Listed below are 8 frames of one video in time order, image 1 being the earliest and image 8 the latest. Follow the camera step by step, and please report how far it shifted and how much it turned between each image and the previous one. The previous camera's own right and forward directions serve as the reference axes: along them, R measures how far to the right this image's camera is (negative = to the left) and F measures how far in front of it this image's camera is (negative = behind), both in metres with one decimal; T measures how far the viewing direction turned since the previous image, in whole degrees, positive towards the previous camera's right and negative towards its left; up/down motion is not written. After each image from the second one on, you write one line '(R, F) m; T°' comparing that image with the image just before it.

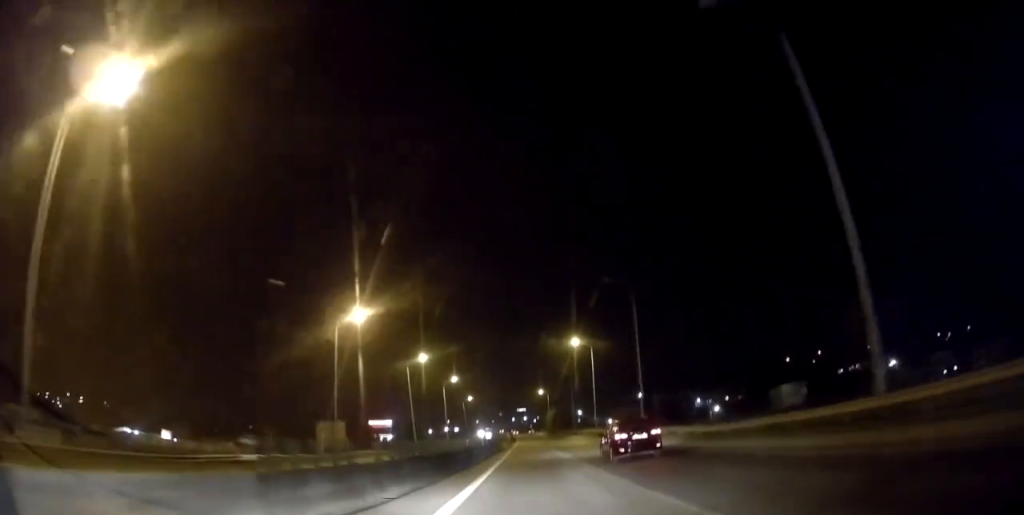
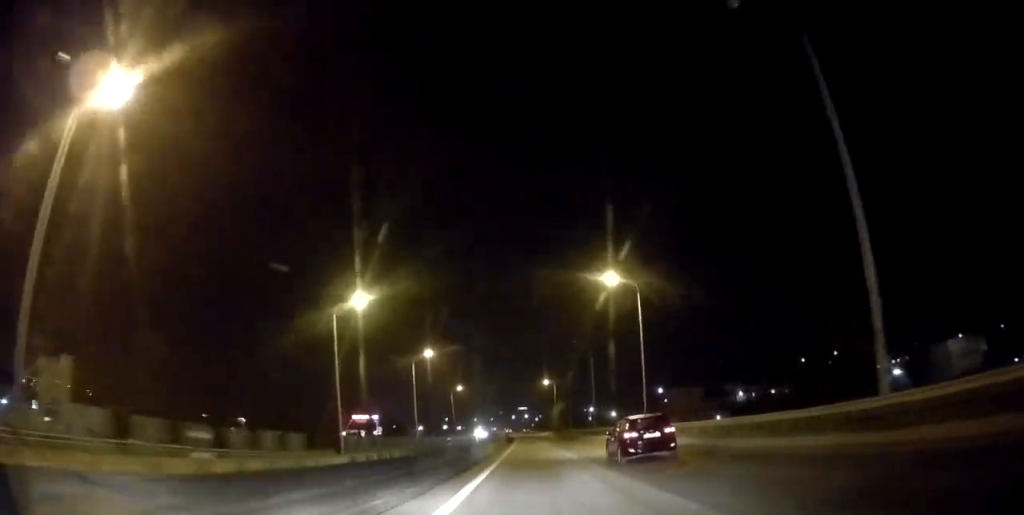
(-0.1, +36.0) m; -1°
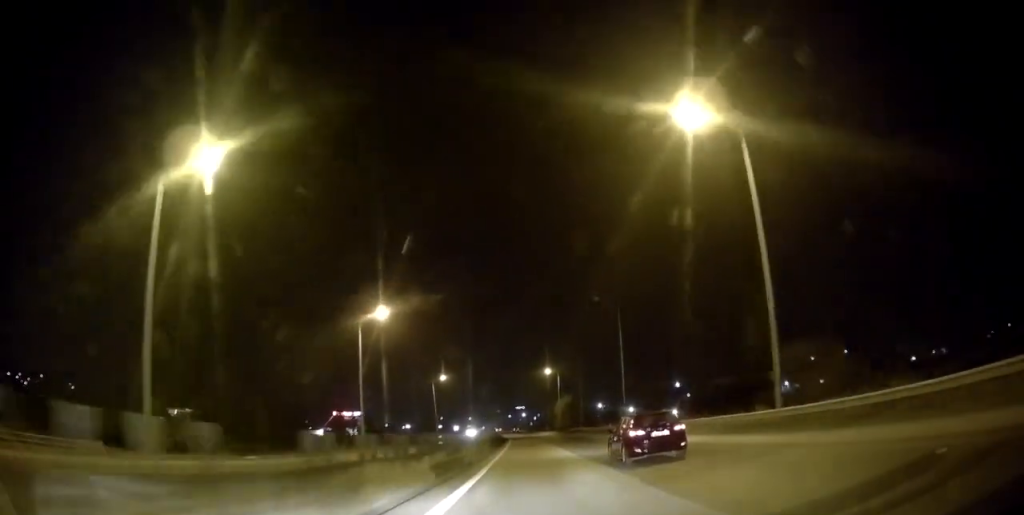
(-0.3, +28.7) m; -1°
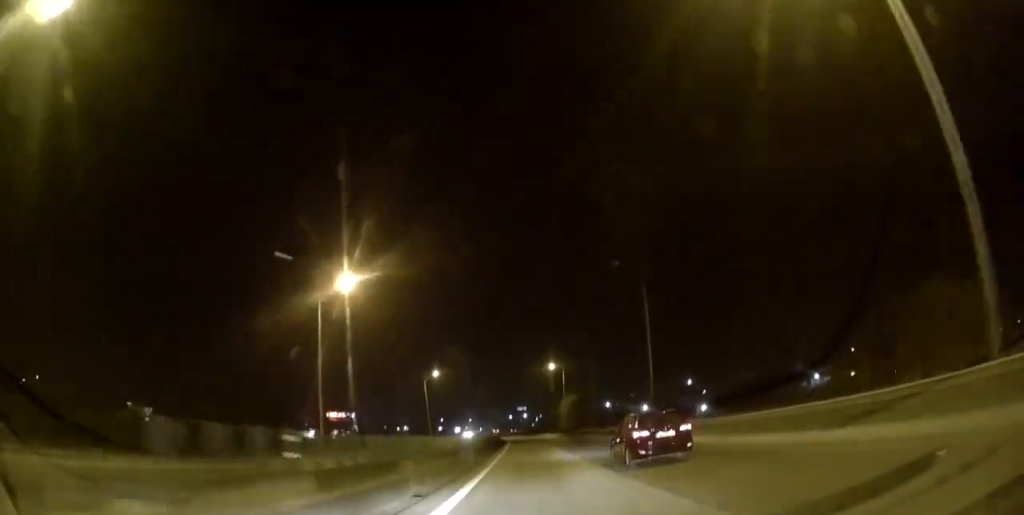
(0.0, +12.8) m; 0°
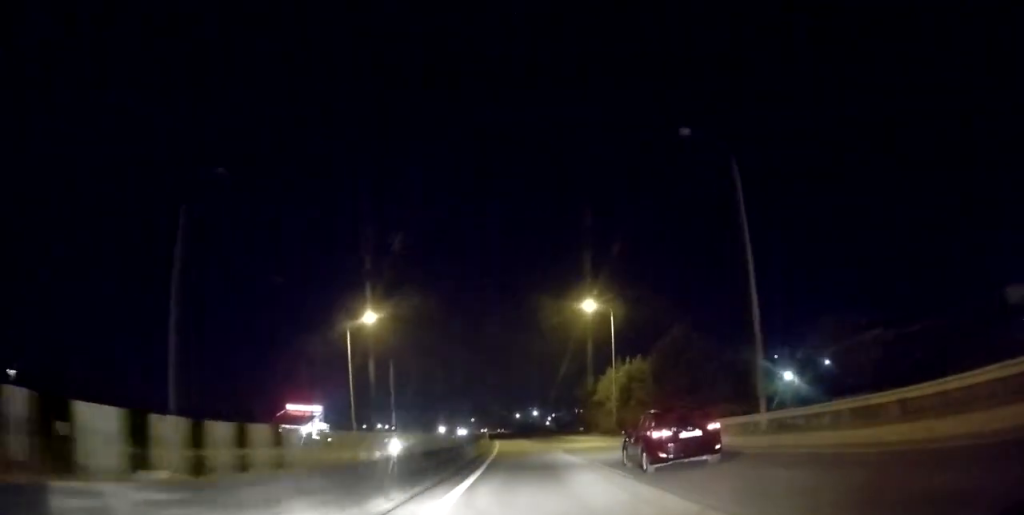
(-0.2, +57.8) m; +1°
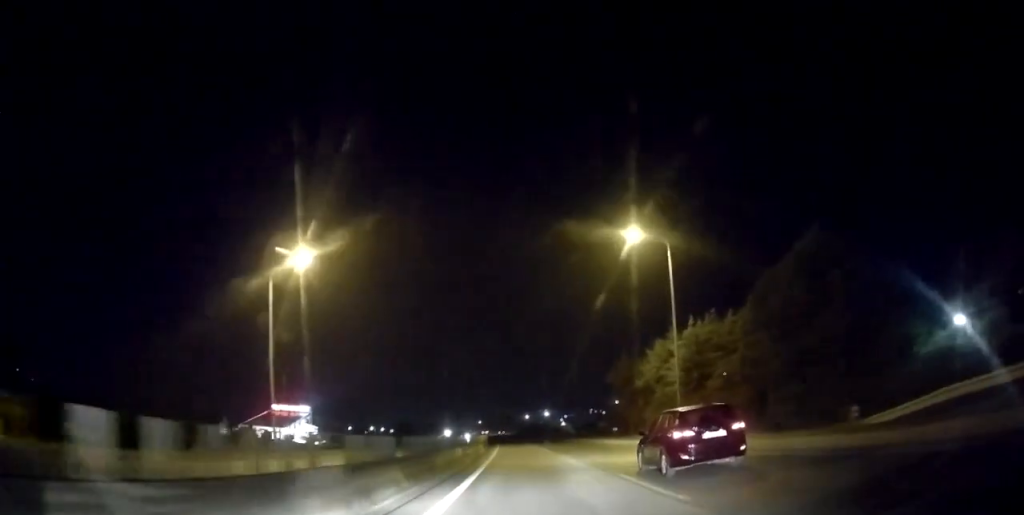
(+0.3, +22.5) m; +1°
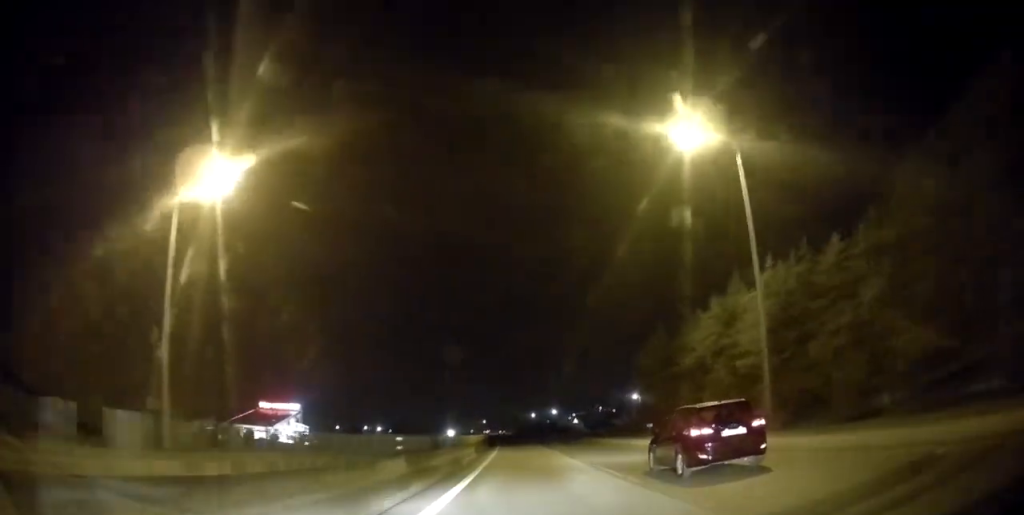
(+0.1, +13.8) m; -1°
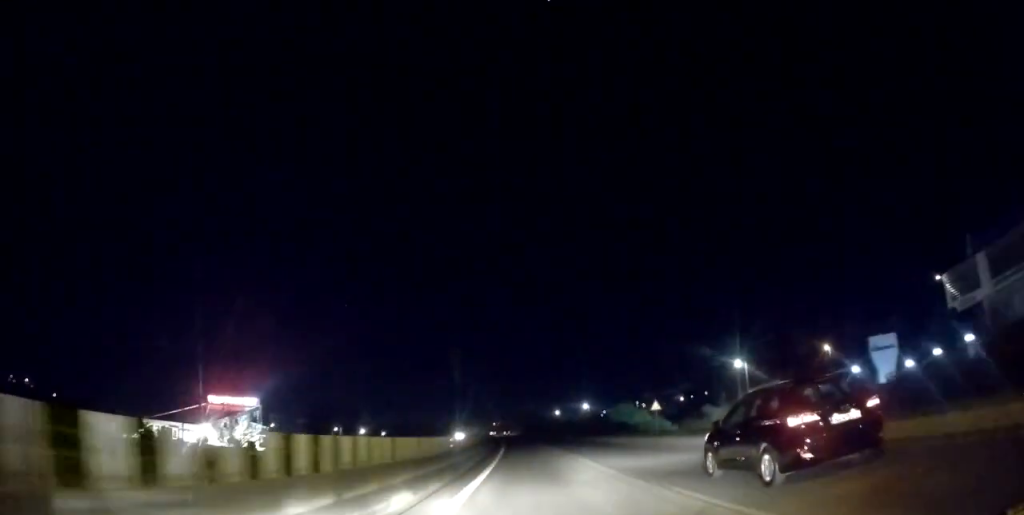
(-2.4, +43.6) m; -5°
